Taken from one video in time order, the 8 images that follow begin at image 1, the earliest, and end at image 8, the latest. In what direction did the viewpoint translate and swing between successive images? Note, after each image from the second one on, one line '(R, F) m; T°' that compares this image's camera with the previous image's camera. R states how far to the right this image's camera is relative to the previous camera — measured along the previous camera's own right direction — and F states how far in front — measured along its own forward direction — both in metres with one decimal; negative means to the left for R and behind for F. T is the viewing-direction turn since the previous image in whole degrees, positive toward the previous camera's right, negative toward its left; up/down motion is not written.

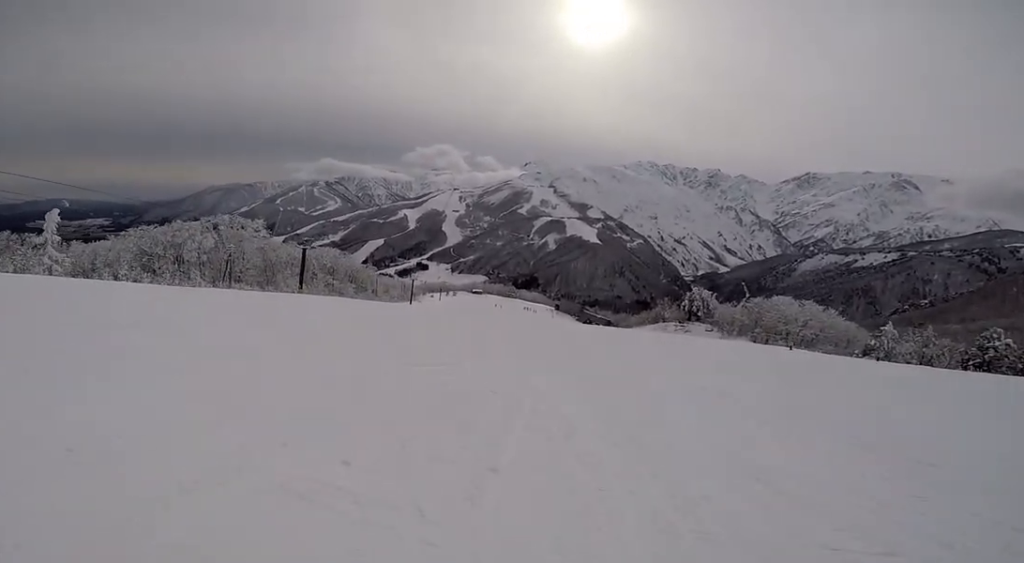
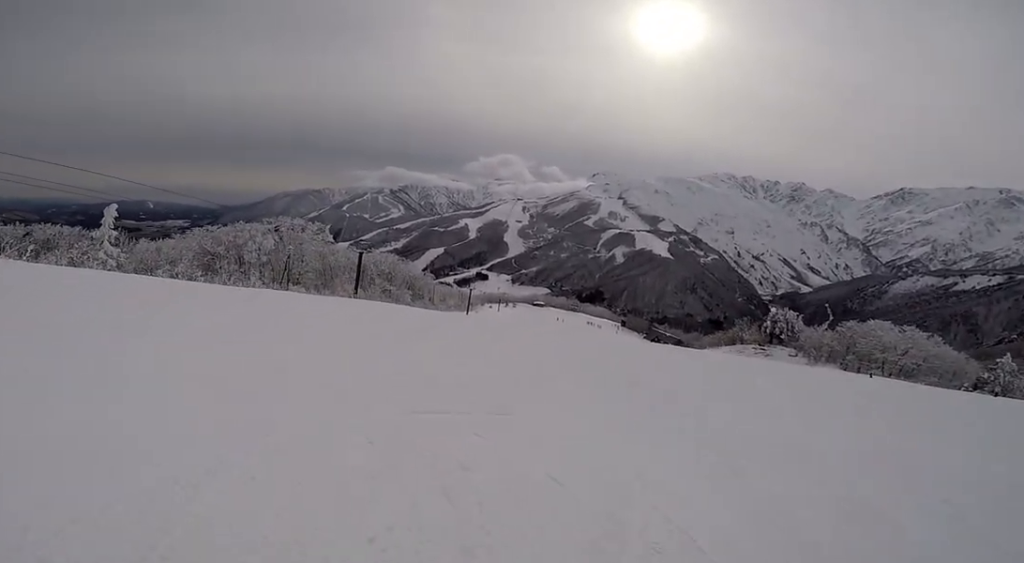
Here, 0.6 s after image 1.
(-0.2, +2.8) m; -17°
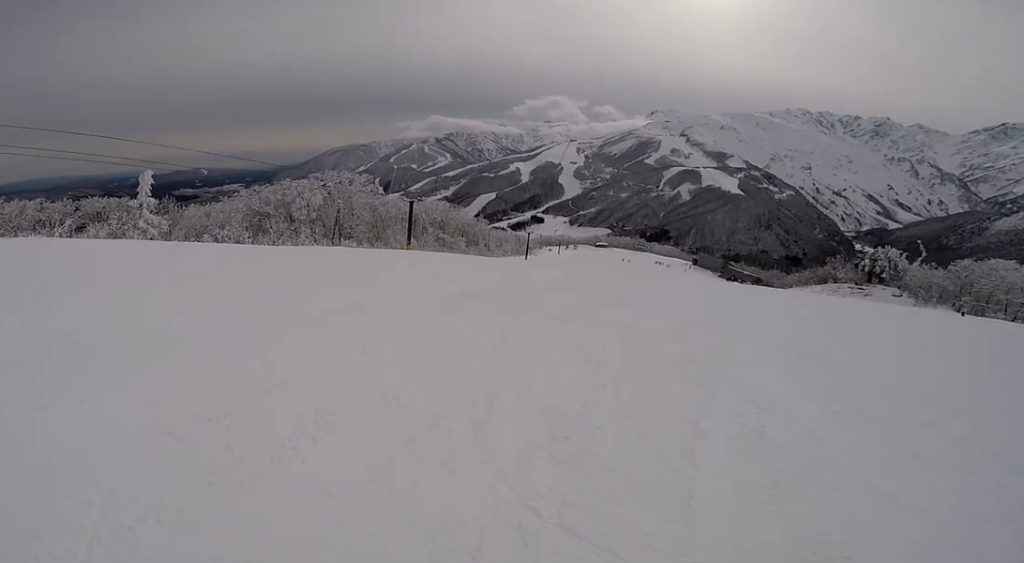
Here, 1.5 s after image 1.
(-1.2, +4.1) m; -17°
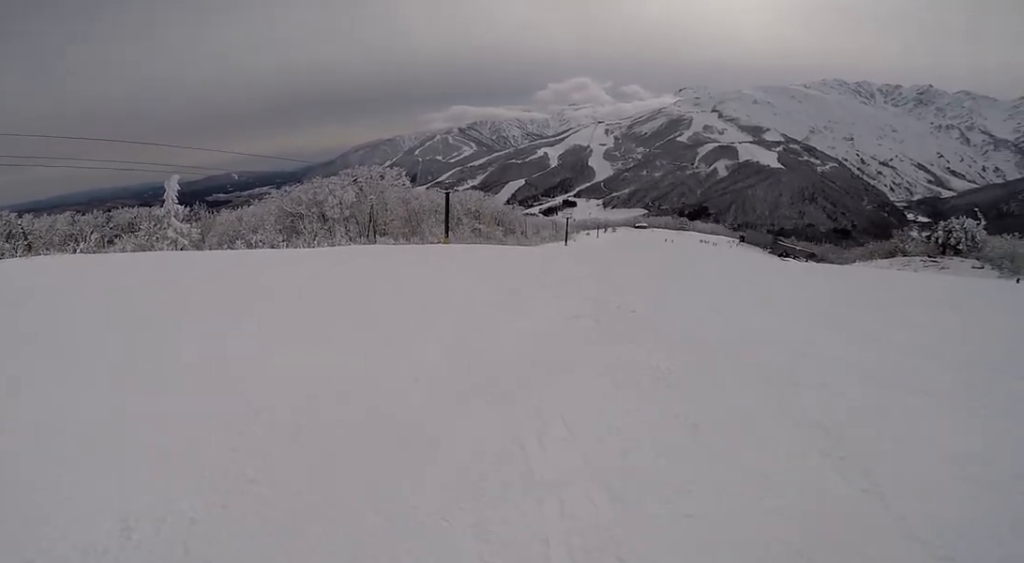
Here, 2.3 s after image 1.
(0.0, +4.2) m; 0°
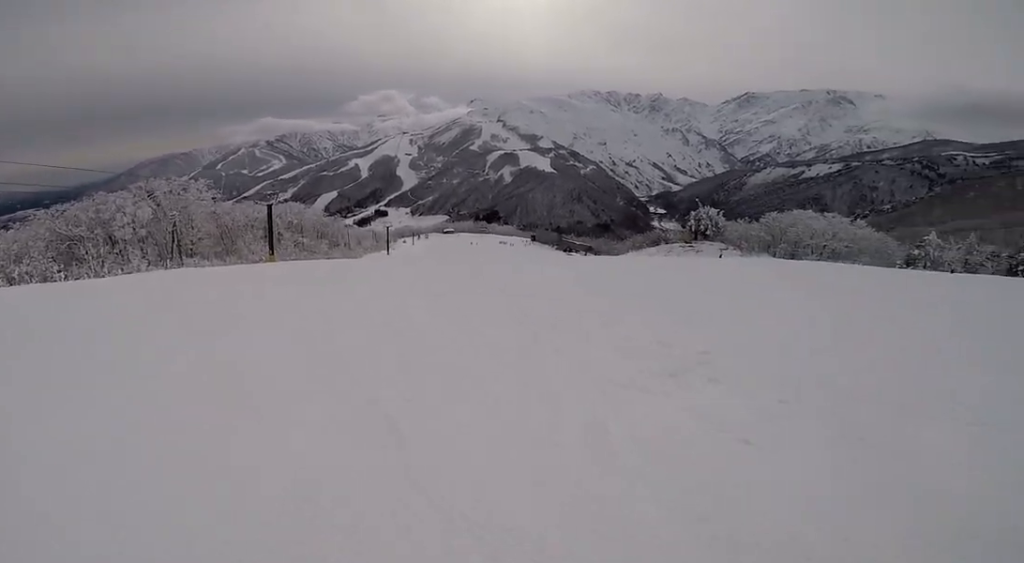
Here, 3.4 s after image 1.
(0.0, +5.5) m; +19°
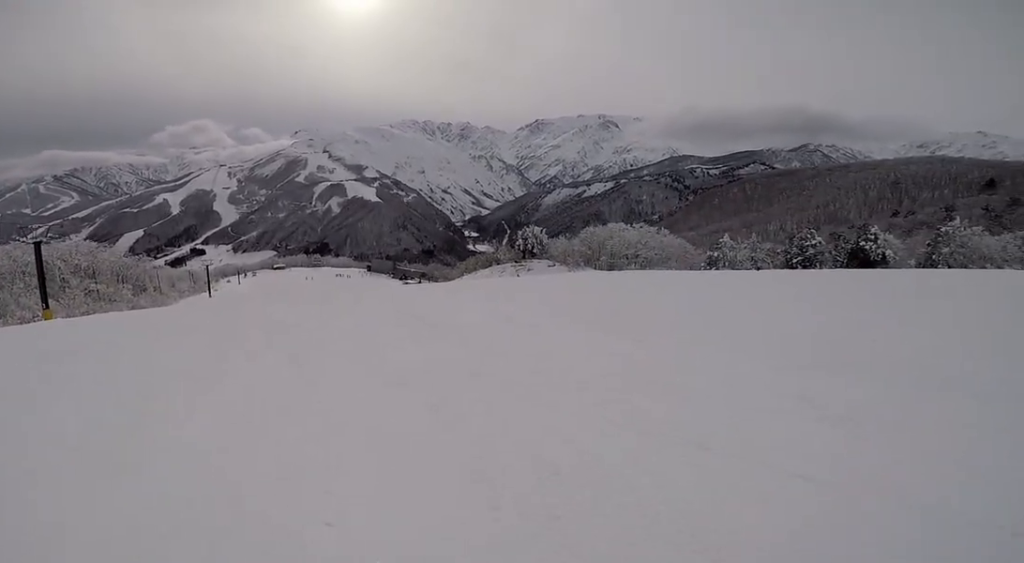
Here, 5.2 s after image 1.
(+4.4, +8.9) m; +27°
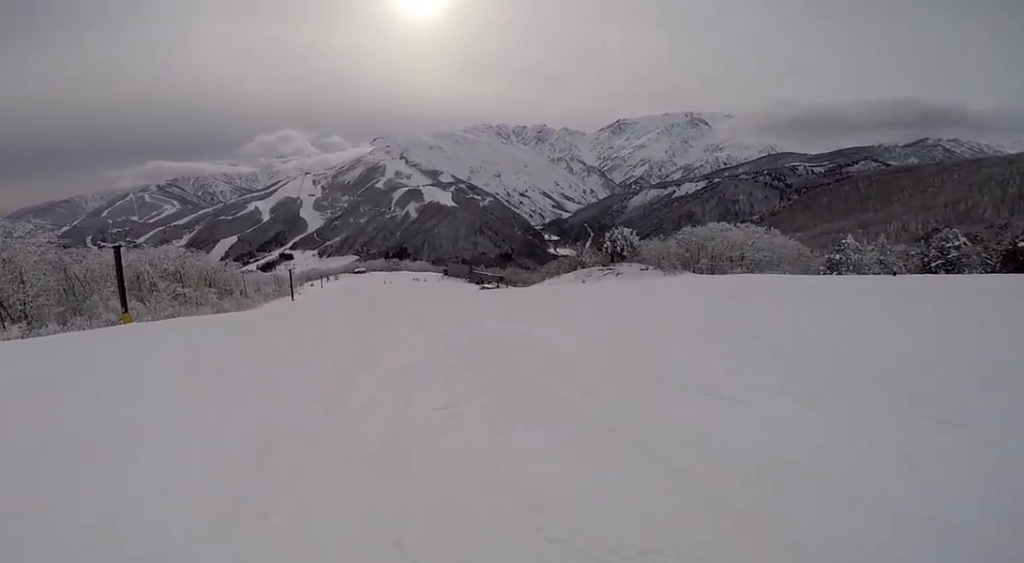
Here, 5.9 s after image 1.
(-0.3, +4.3) m; -8°
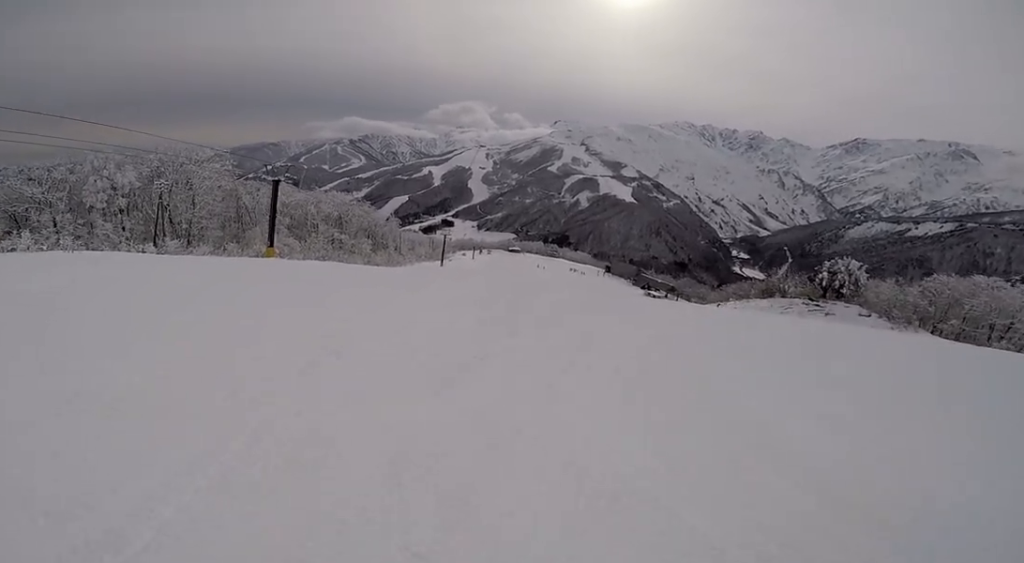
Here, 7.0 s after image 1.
(-1.0, +6.7) m; -13°
